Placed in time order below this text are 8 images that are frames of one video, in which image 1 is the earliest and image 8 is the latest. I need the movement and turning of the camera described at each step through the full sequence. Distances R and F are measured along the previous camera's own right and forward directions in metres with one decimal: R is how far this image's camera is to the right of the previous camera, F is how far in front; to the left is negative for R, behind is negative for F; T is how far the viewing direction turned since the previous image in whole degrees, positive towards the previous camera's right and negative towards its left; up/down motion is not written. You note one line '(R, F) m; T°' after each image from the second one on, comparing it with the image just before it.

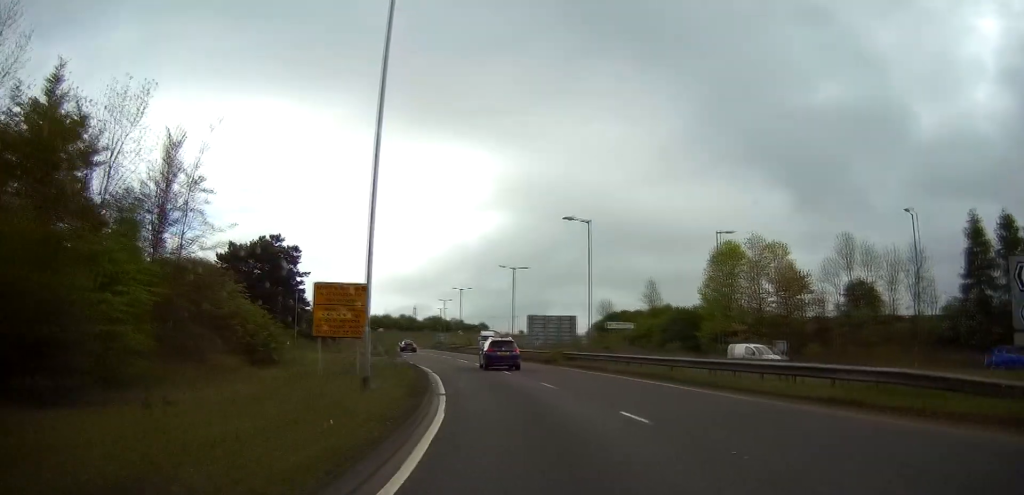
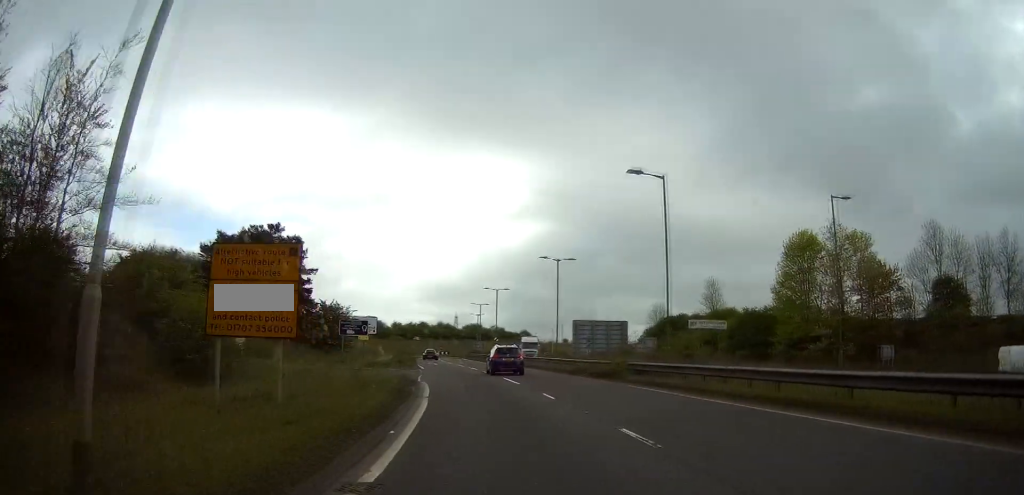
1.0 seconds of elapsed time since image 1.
(-0.5, +11.6) m; -4°
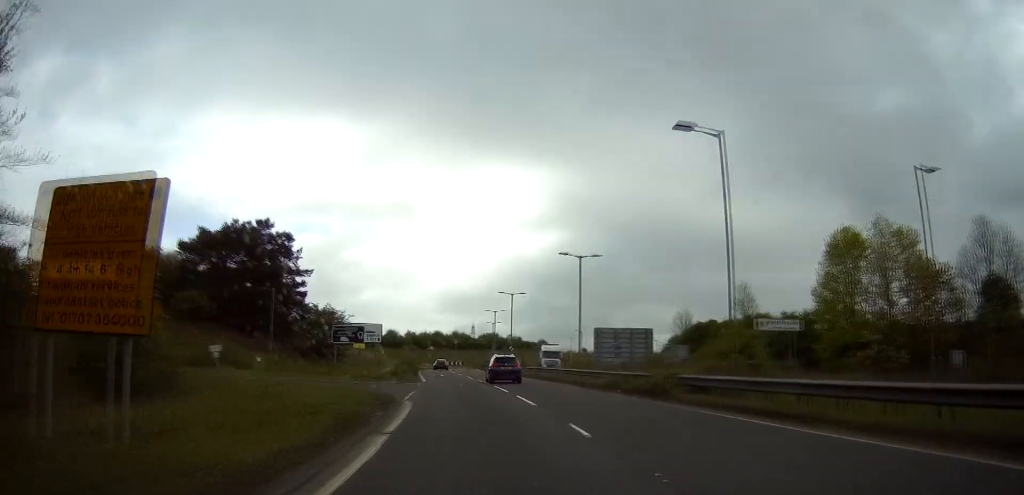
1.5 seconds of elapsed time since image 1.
(-0.1, +6.6) m; -2°
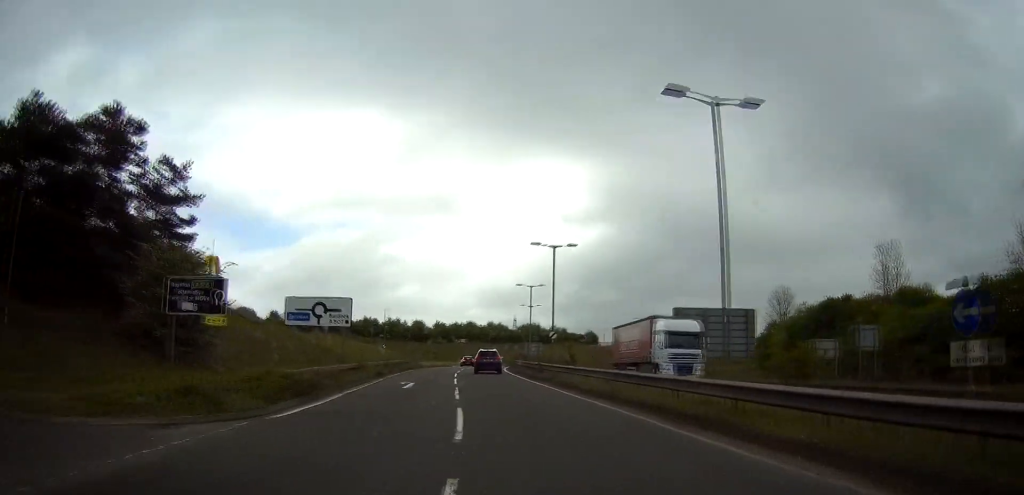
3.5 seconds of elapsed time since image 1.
(-1.2, +24.5) m; -5°
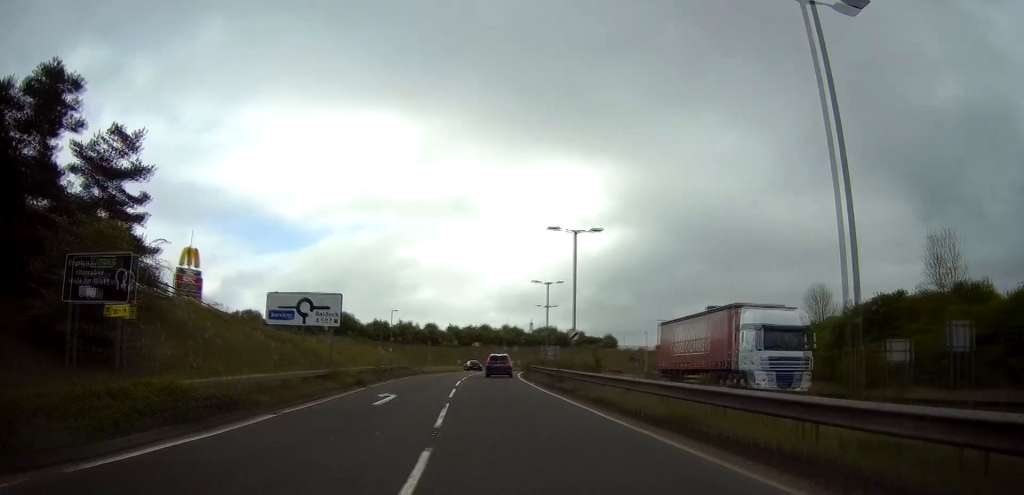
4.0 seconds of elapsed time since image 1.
(-0.1, +6.5) m; -1°
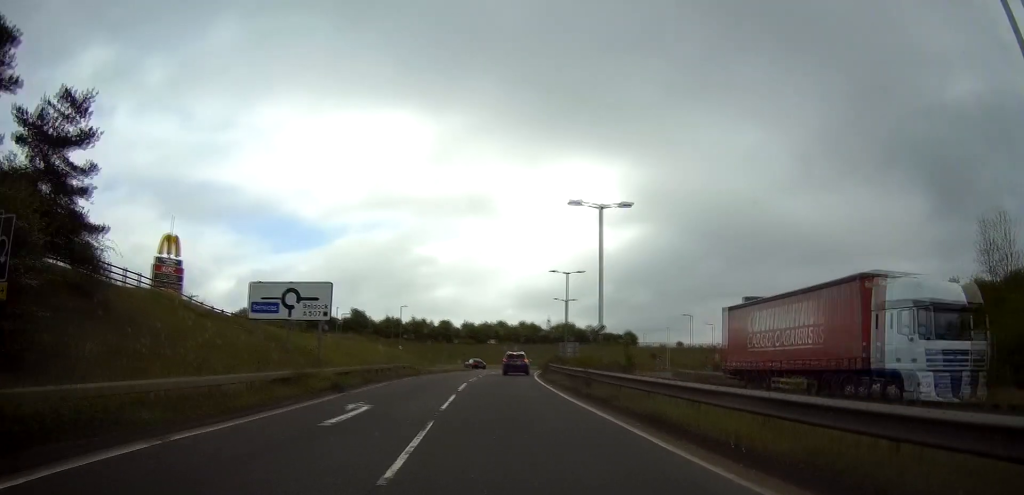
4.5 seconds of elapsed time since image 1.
(0.0, +5.5) m; -1°
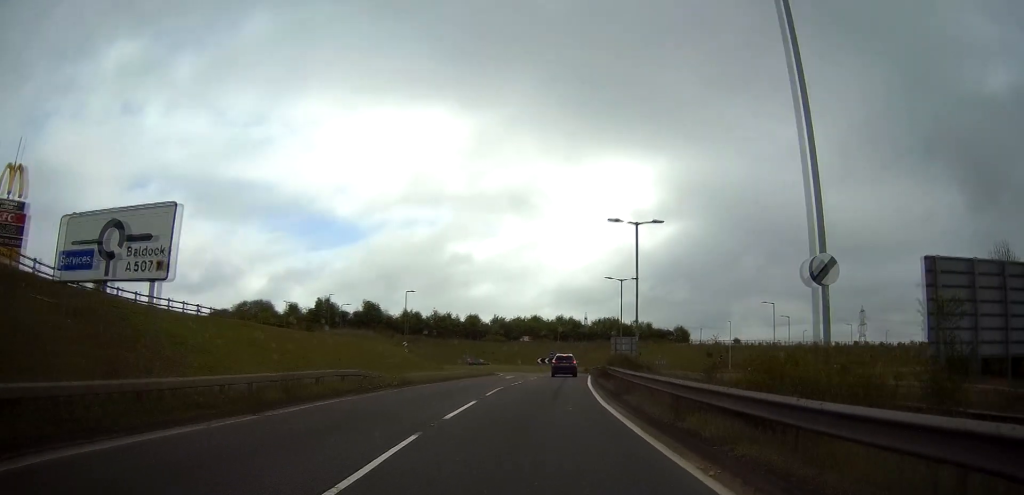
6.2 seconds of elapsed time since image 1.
(-0.8, +20.9) m; -3°
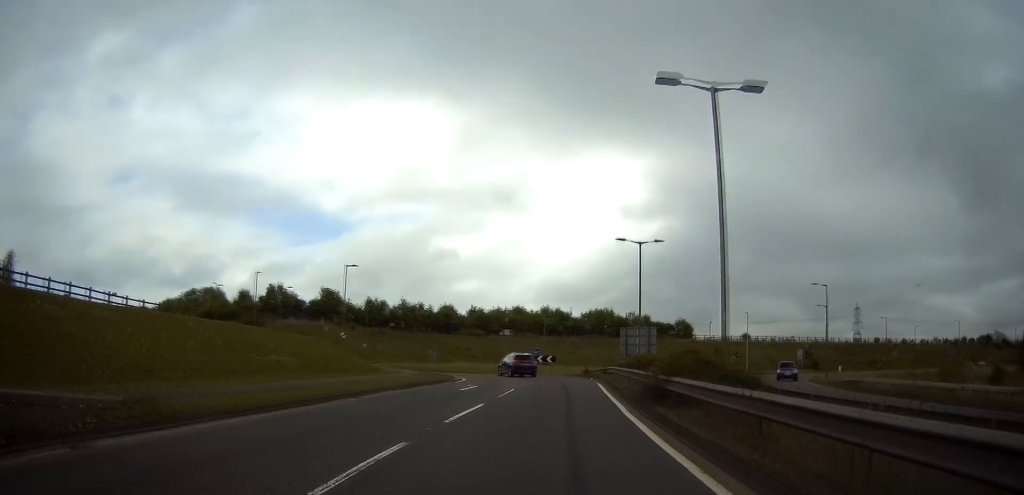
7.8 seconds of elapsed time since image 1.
(-0.1, +18.5) m; +1°
